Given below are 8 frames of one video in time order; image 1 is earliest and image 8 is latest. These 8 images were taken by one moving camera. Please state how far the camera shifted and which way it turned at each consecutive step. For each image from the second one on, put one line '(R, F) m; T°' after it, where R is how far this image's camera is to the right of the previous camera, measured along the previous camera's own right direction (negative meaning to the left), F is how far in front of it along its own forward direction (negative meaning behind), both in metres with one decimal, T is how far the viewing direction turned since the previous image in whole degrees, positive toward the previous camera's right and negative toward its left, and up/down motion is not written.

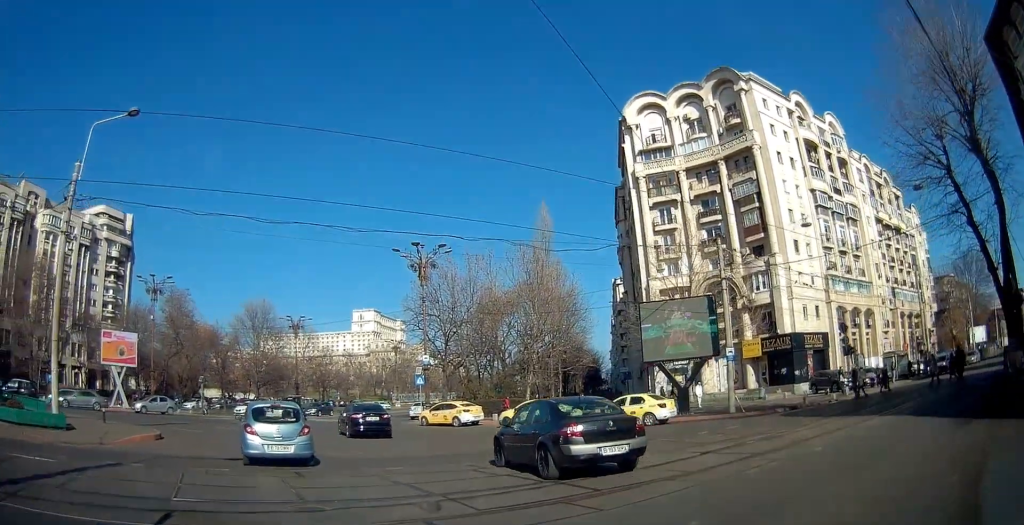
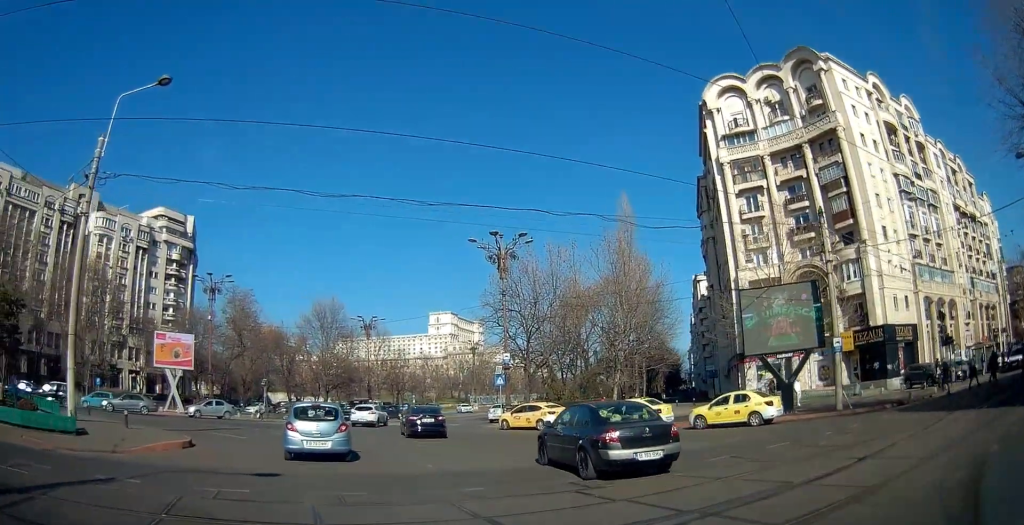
(0.0, +2.7) m; -7°
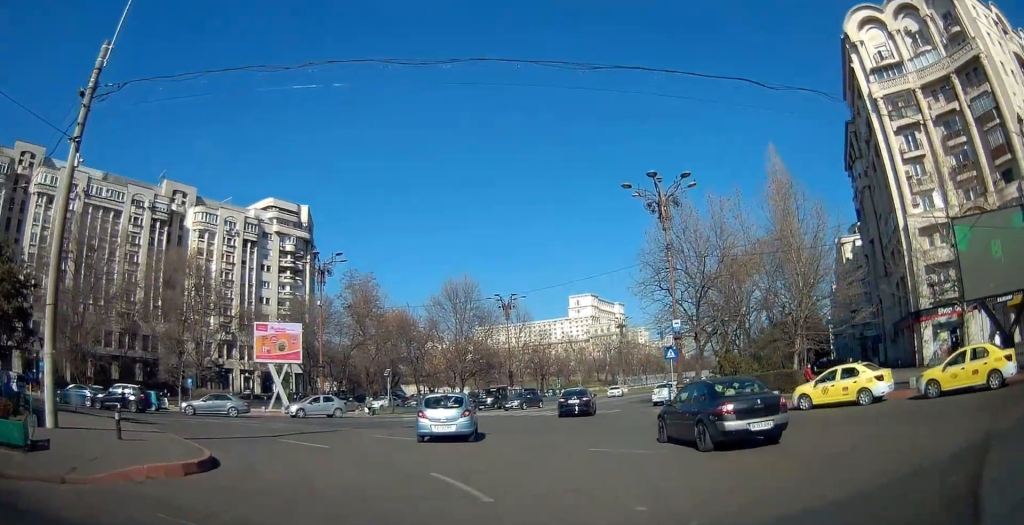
(-1.2, +6.6) m; -18°
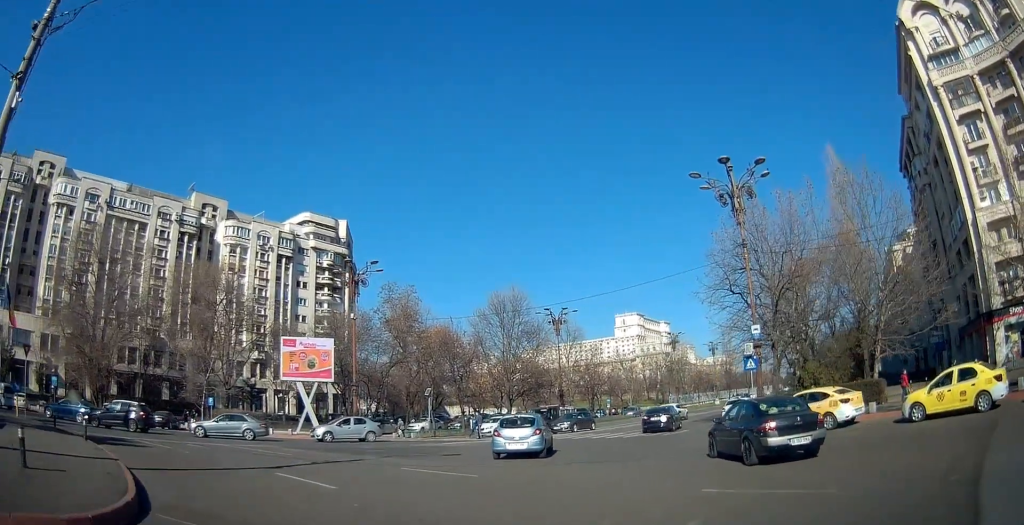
(-0.4, +4.1) m; -7°
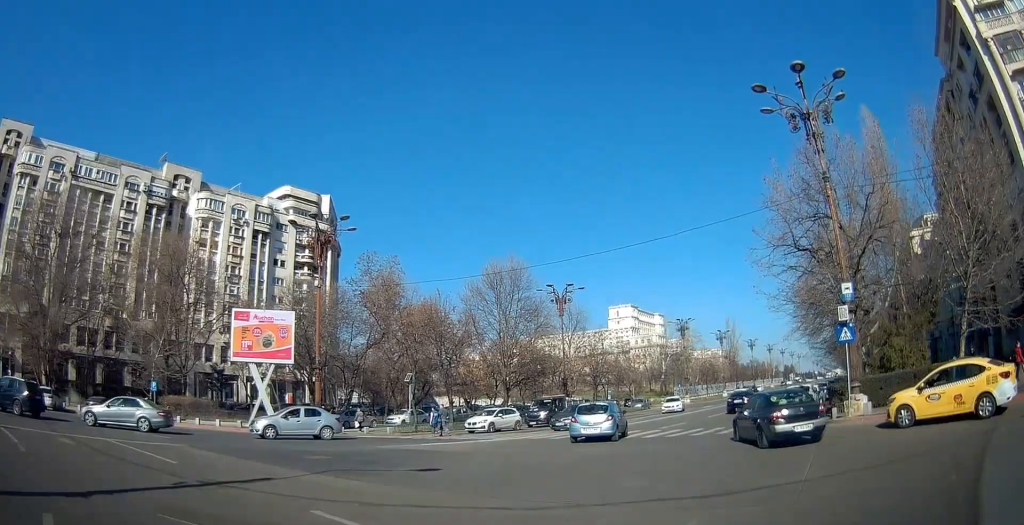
(-0.3, +8.2) m; 0°
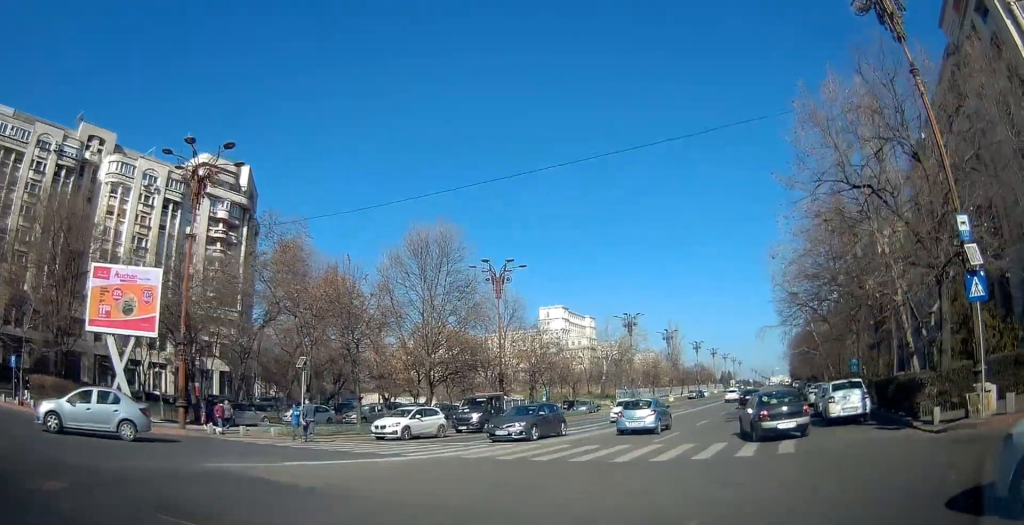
(+0.4, +8.8) m; +7°
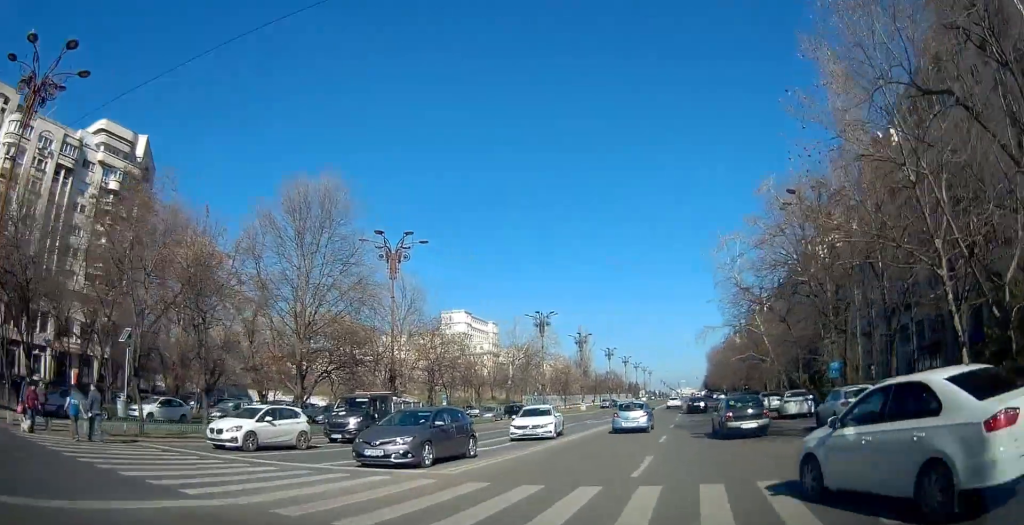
(+0.6, +8.0) m; +7°
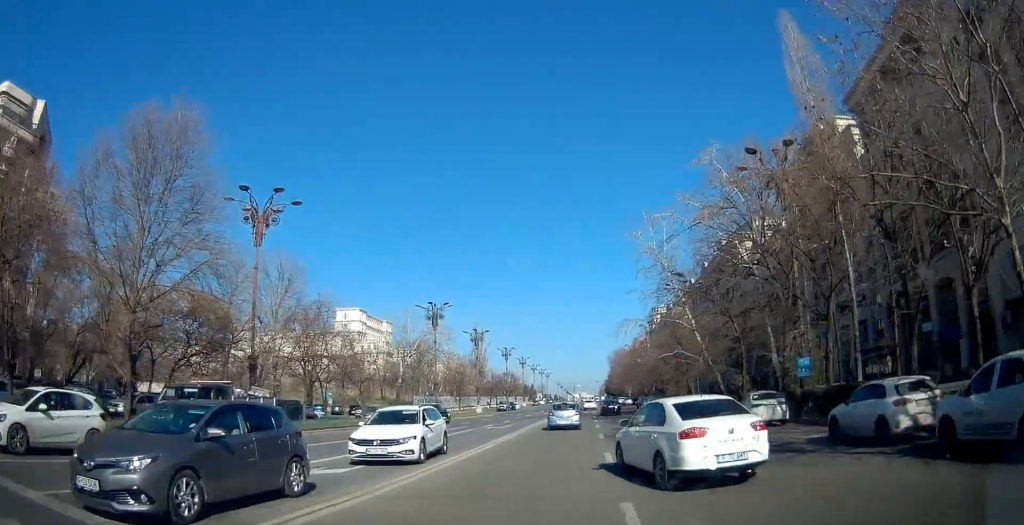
(+0.3, +7.0) m; +8°
